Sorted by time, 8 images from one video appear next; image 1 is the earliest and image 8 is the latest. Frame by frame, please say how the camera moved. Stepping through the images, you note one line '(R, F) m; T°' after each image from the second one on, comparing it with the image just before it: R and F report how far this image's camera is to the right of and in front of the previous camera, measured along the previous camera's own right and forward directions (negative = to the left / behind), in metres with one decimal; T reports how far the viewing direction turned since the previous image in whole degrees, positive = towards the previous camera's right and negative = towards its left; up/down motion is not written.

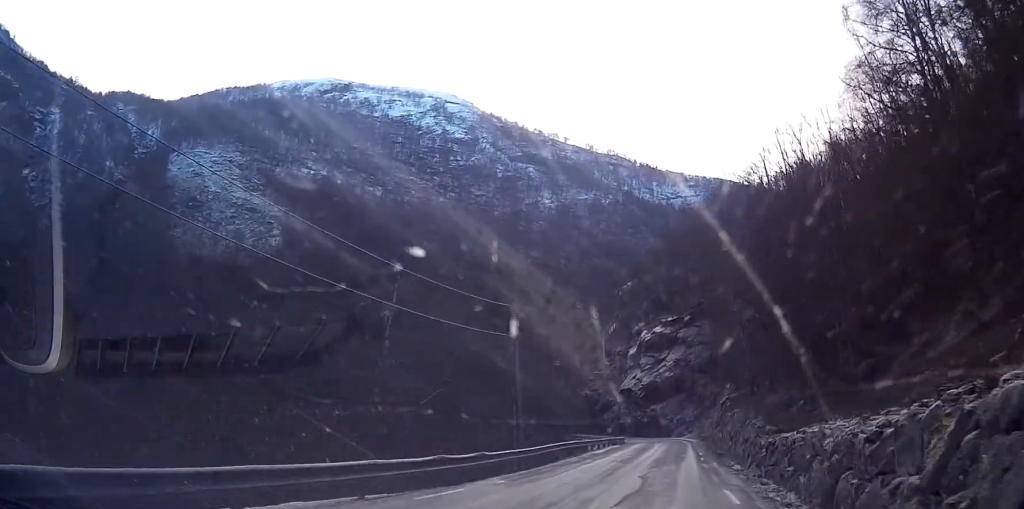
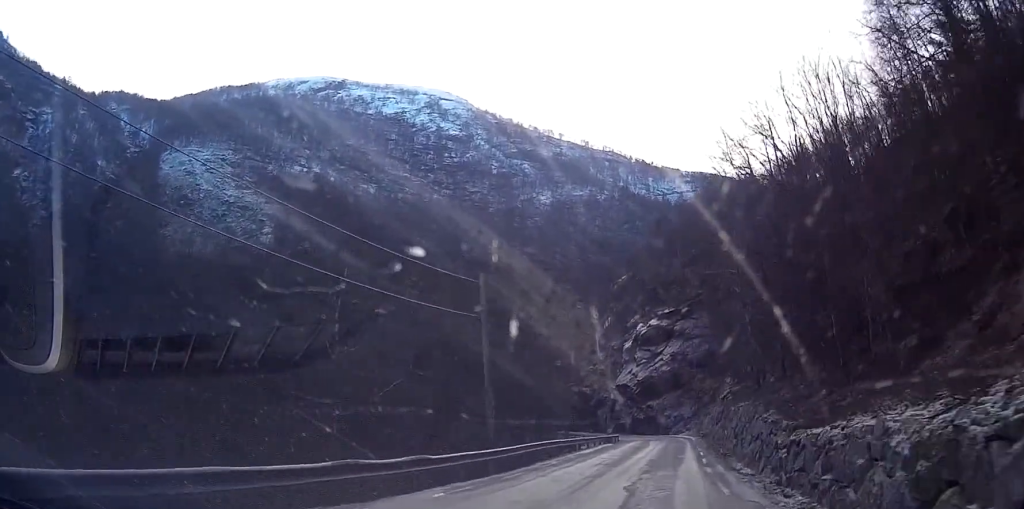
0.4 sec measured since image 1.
(0.0, +5.0) m; 0°
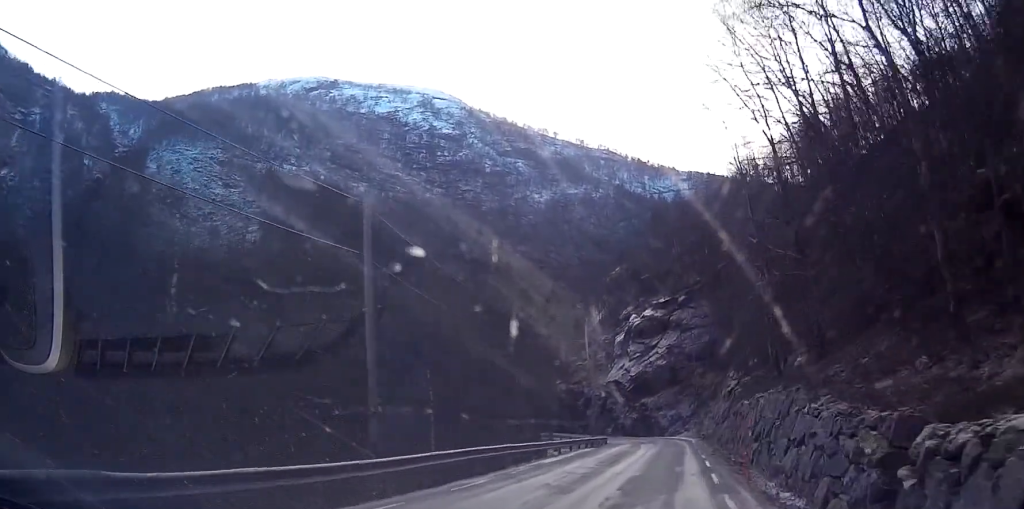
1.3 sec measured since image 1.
(0.0, +10.5) m; +1°
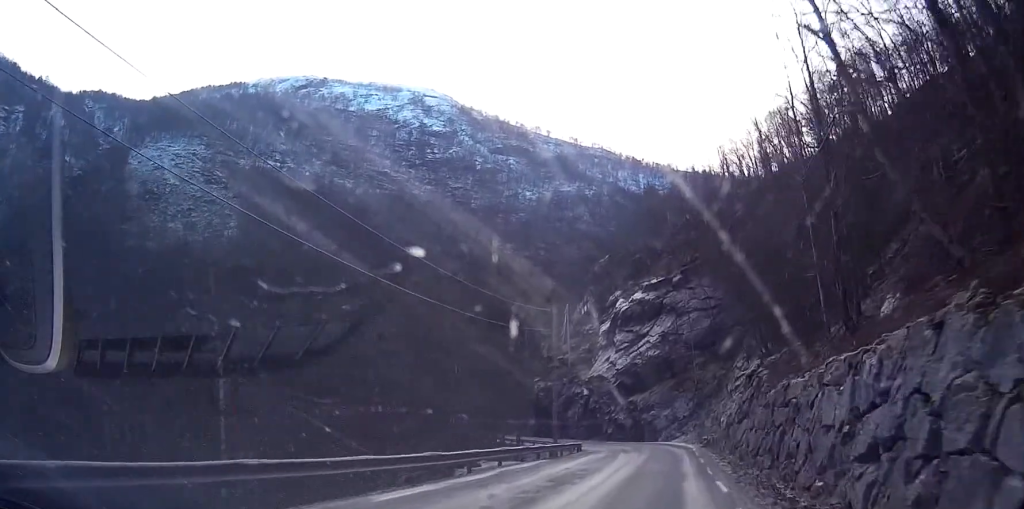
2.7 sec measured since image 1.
(+0.2, +16.2) m; 0°
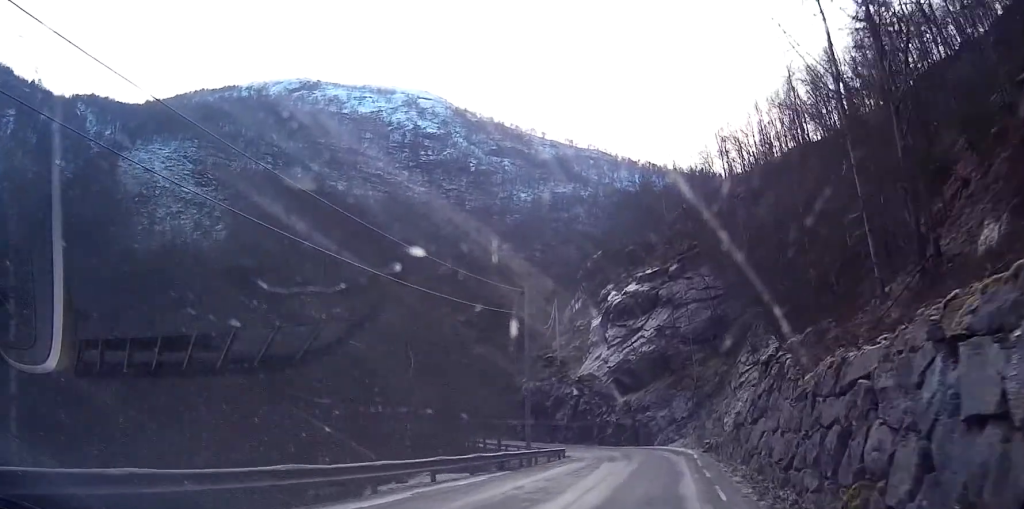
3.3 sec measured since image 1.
(0.0, +7.1) m; 0°
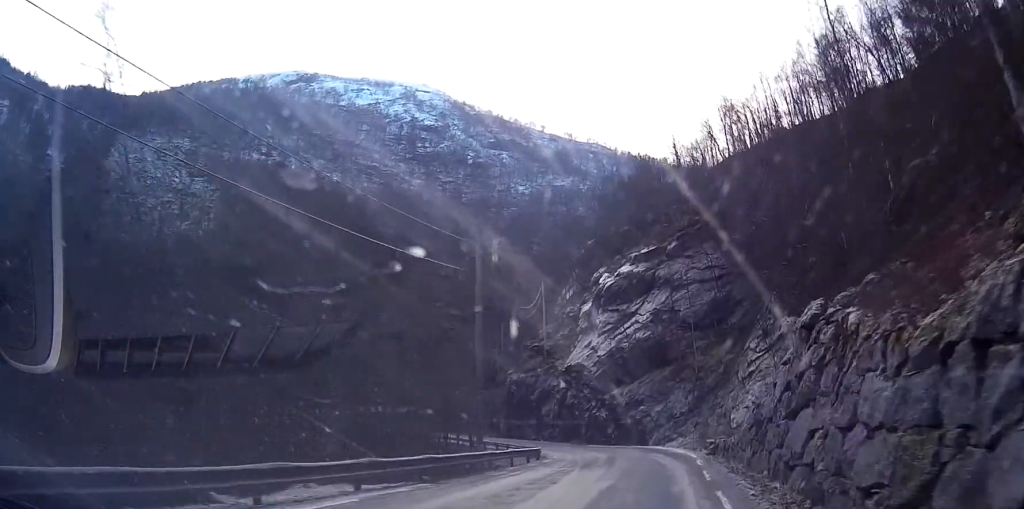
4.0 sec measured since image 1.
(0.0, +8.6) m; -1°
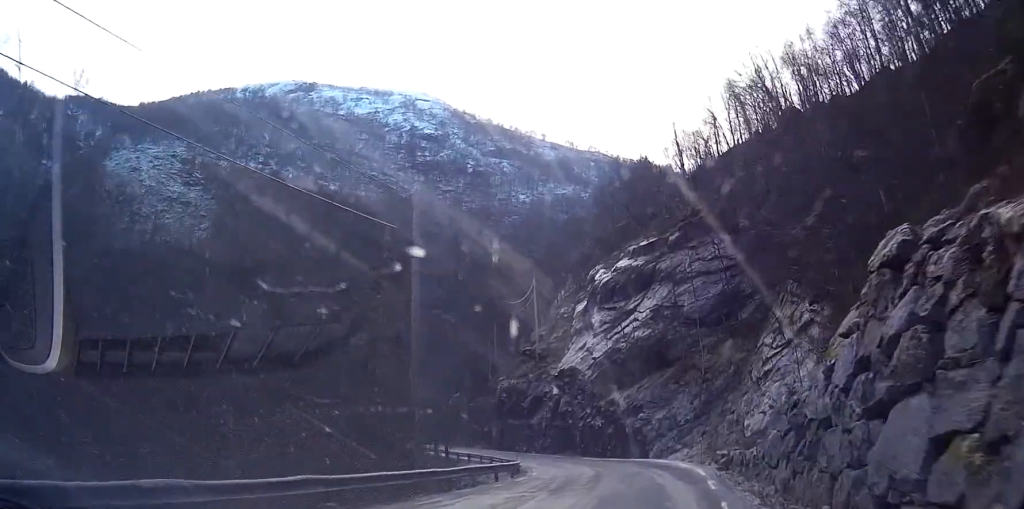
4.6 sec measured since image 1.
(0.0, +7.0) m; -1°
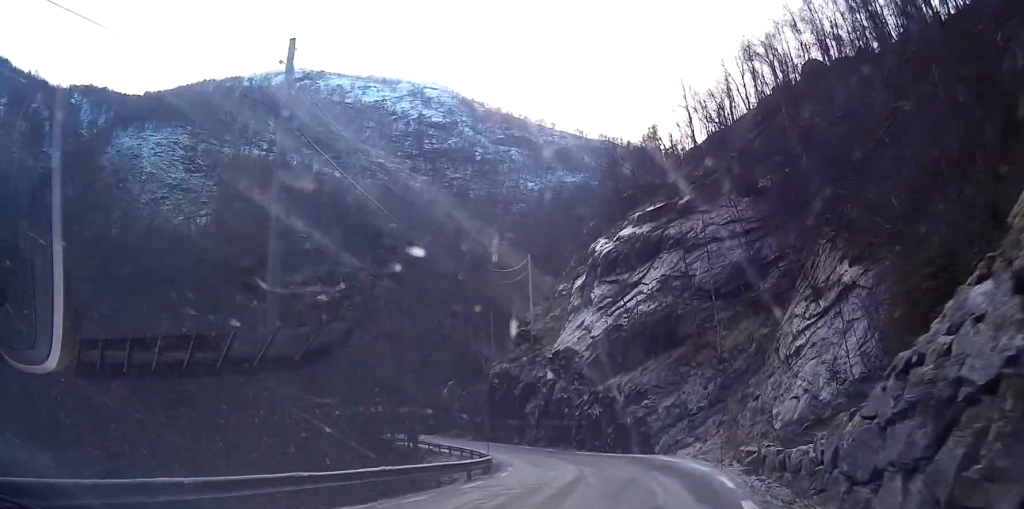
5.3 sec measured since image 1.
(0.0, +8.2) m; -1°
